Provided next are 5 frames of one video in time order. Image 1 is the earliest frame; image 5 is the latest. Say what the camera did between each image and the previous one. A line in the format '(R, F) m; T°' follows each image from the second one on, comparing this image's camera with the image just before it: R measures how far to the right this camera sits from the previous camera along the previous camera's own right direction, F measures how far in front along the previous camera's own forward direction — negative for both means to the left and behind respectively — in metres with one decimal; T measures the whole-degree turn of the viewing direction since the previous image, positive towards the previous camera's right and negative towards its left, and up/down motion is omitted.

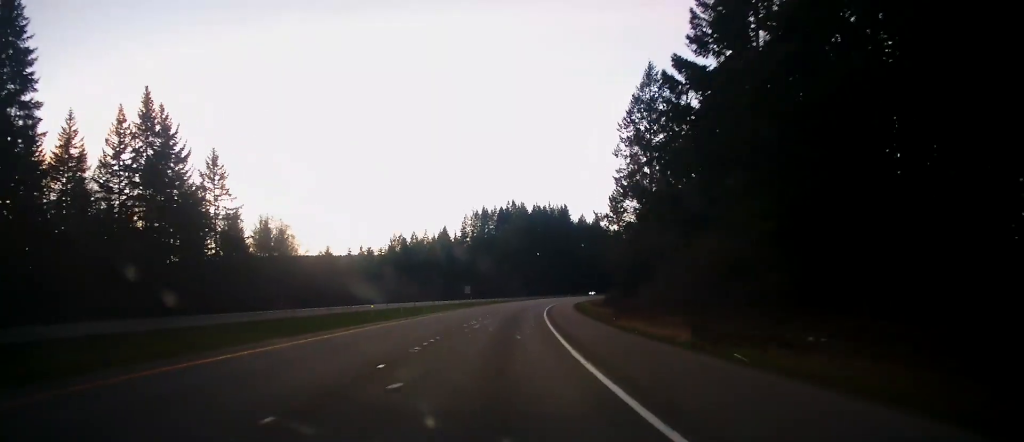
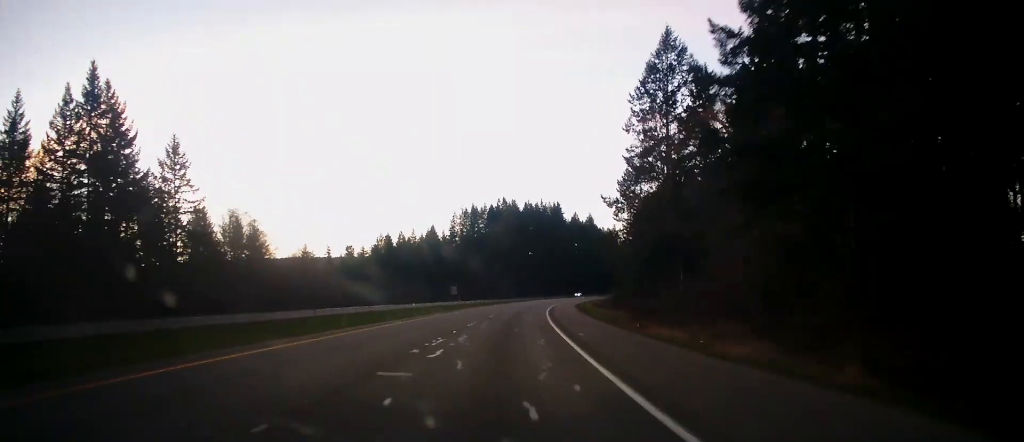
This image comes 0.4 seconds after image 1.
(-0.2, +12.4) m; +1°
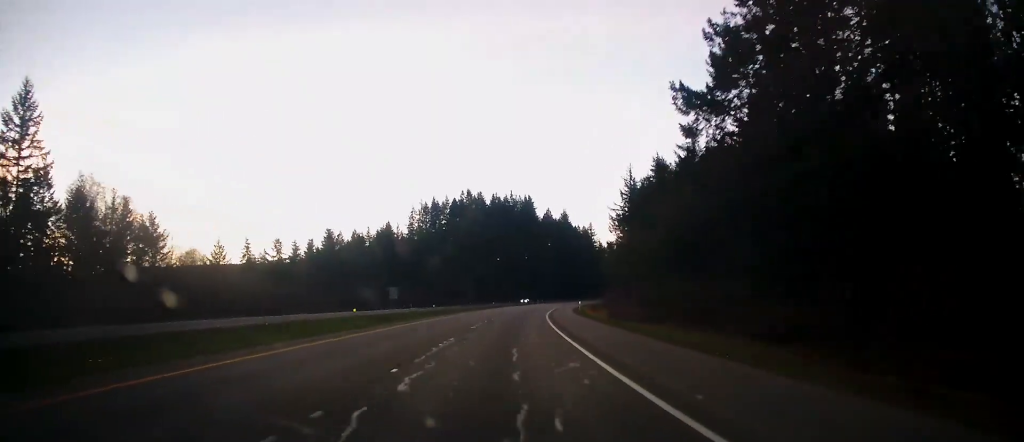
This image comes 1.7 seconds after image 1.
(+1.2, +35.4) m; +3°
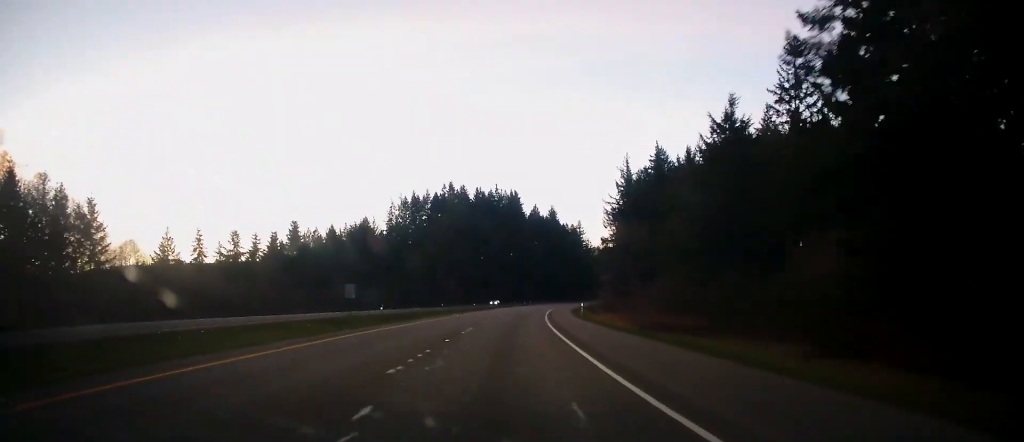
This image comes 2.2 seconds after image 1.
(-0.1, +16.3) m; +1°
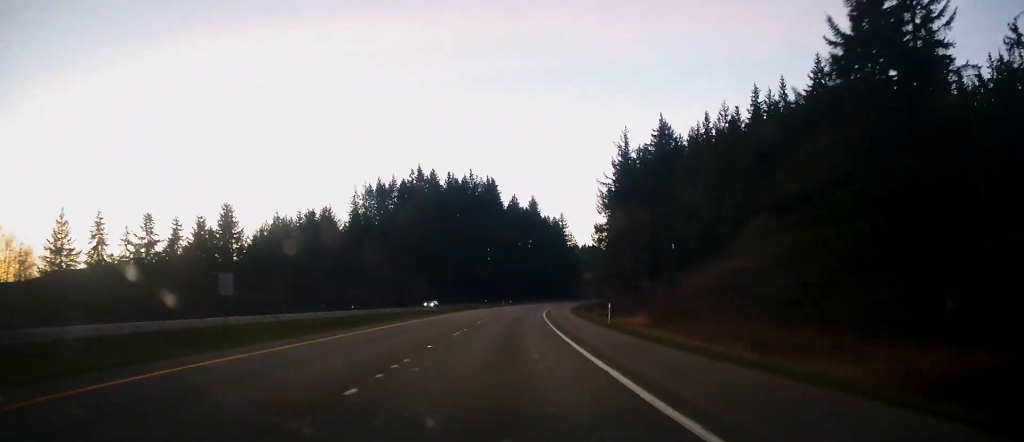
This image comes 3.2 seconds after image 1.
(+0.6, +26.8) m; +2°
